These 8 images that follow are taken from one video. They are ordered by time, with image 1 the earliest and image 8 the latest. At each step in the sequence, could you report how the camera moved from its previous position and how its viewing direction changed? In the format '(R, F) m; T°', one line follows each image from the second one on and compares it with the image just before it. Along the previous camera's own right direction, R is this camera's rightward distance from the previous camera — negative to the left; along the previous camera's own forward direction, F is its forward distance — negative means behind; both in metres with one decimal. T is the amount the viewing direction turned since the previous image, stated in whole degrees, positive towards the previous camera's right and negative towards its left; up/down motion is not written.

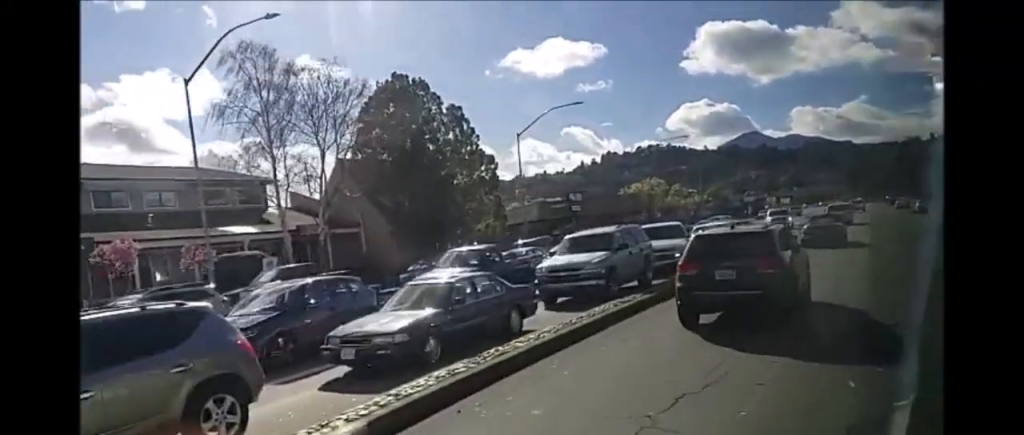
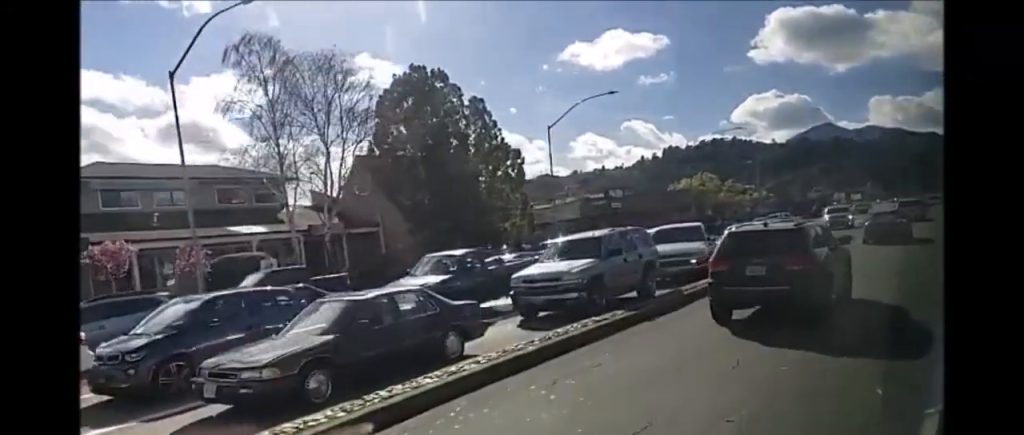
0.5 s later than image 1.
(-0.2, +3.1) m; -4°
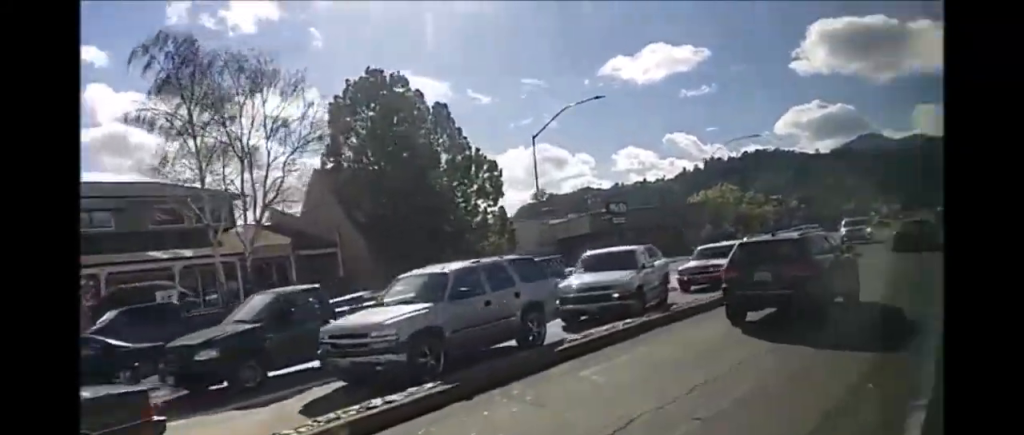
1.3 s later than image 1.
(0.0, +5.9) m; -1°
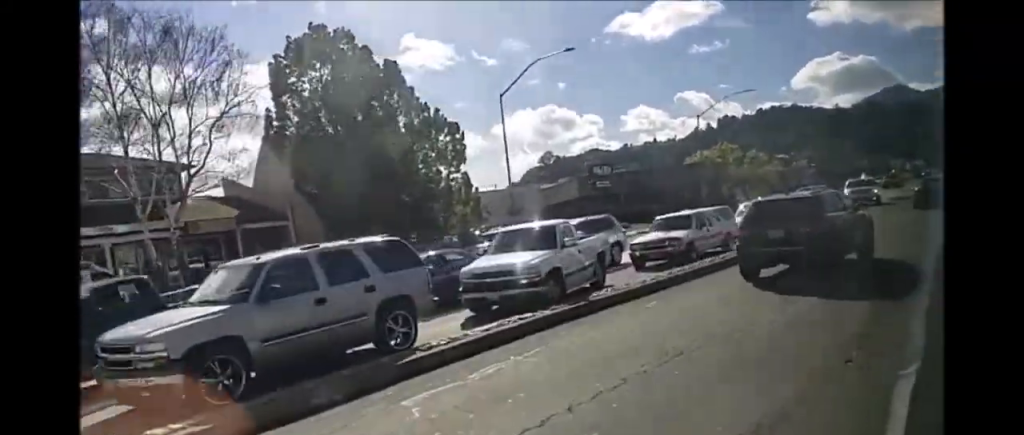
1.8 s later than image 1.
(0.0, +3.3) m; -2°
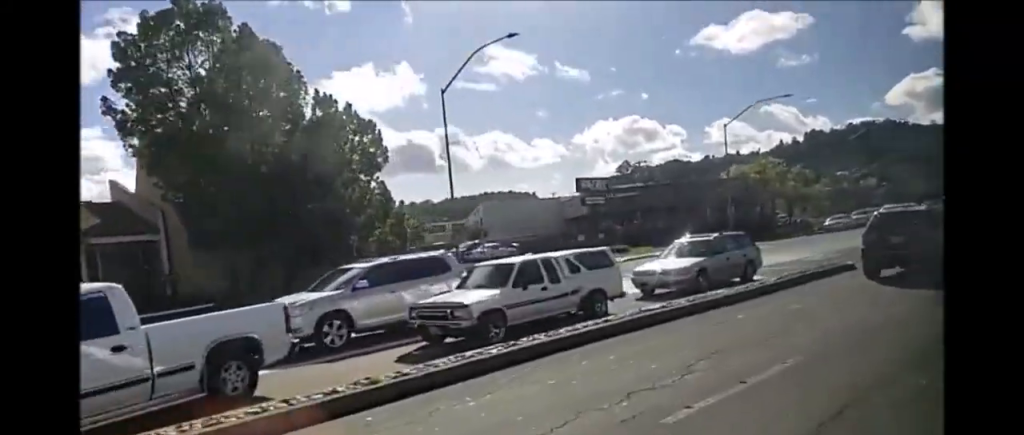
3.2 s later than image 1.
(-0.6, +10.1) m; -8°
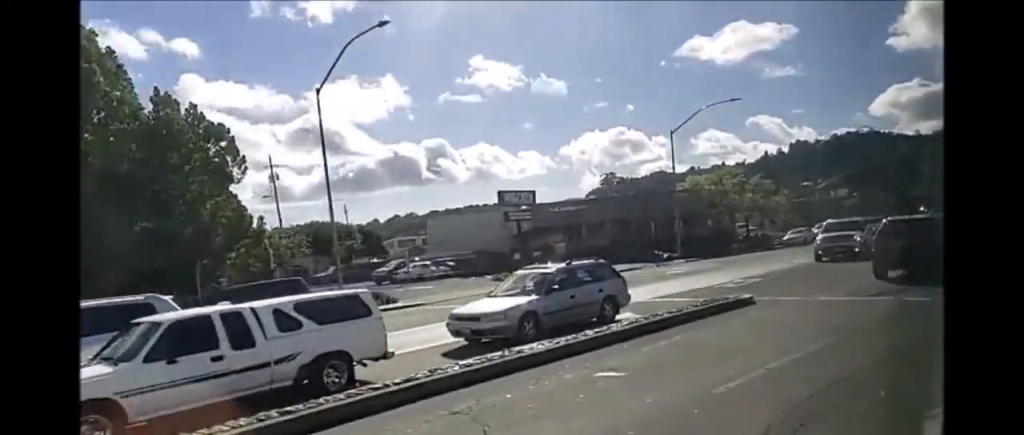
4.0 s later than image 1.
(-0.2, +5.8) m; -1°
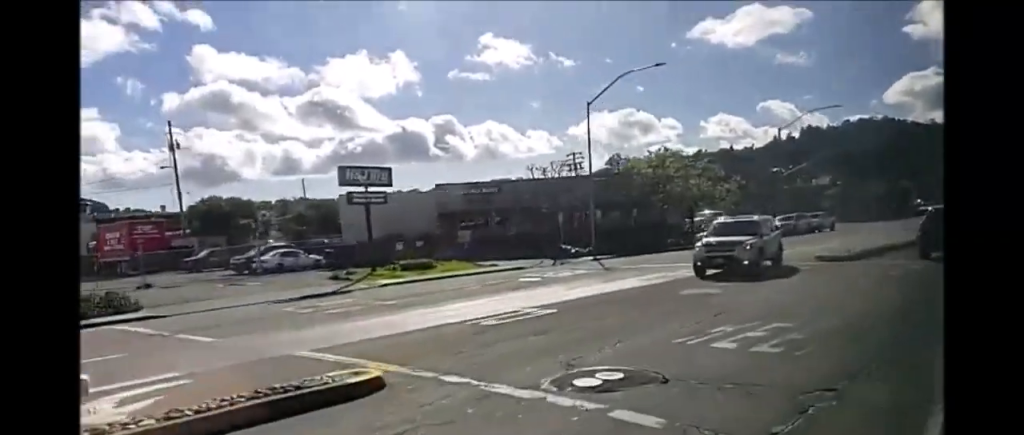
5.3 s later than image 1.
(+0.3, +11.1) m; +1°
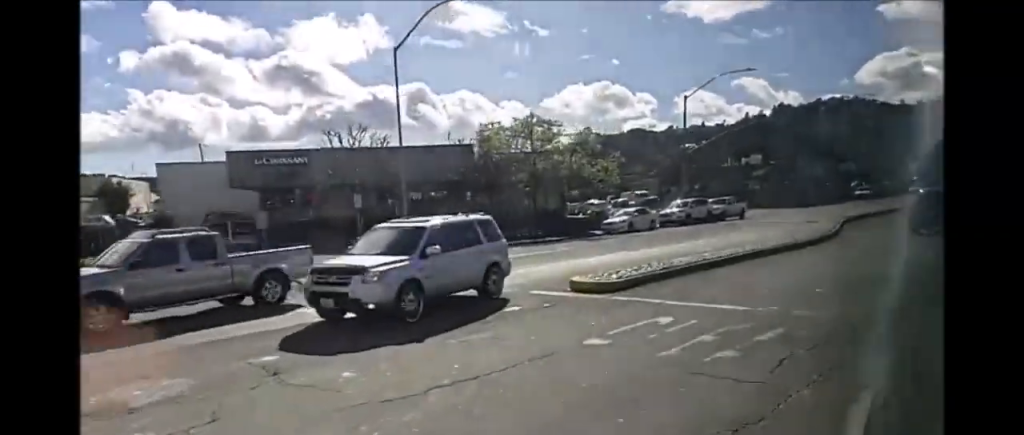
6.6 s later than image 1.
(-0.2, +12.0) m; +1°
